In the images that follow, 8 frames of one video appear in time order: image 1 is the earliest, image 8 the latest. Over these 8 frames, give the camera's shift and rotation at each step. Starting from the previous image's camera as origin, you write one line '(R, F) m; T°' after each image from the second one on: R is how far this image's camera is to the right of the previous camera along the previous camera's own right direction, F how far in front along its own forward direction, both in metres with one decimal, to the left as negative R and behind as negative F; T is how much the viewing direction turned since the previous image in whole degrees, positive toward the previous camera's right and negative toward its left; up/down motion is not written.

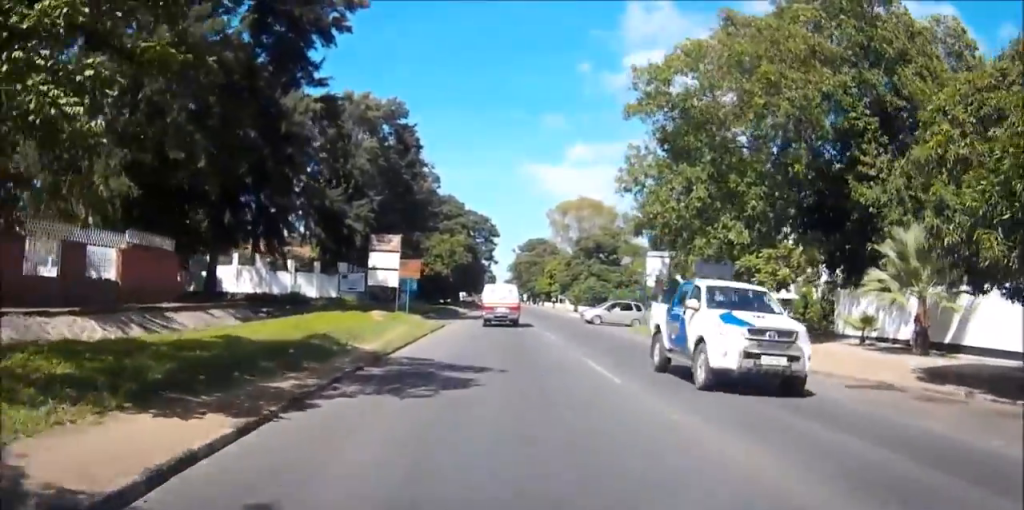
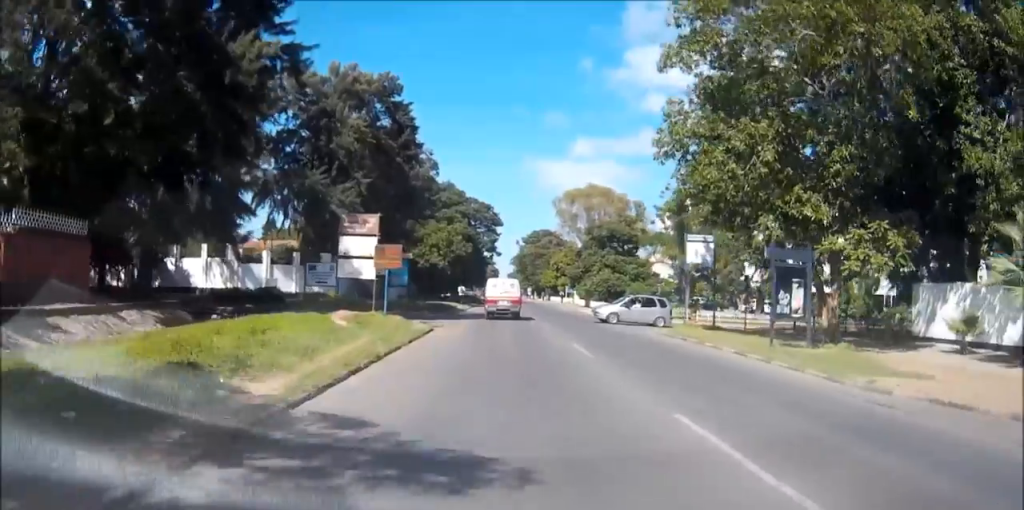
(0.0, +7.9) m; 0°
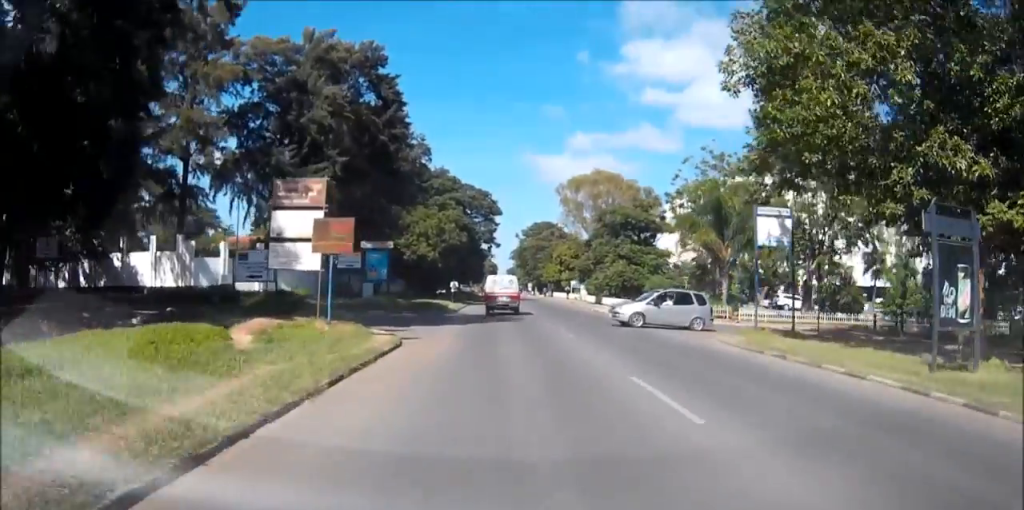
(0.0, +9.0) m; 0°
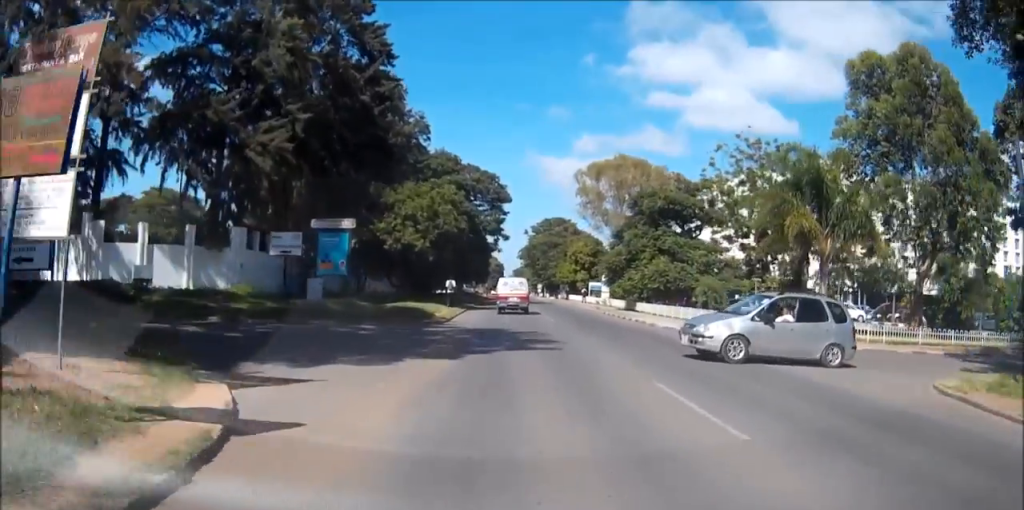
(0.0, +13.1) m; 0°
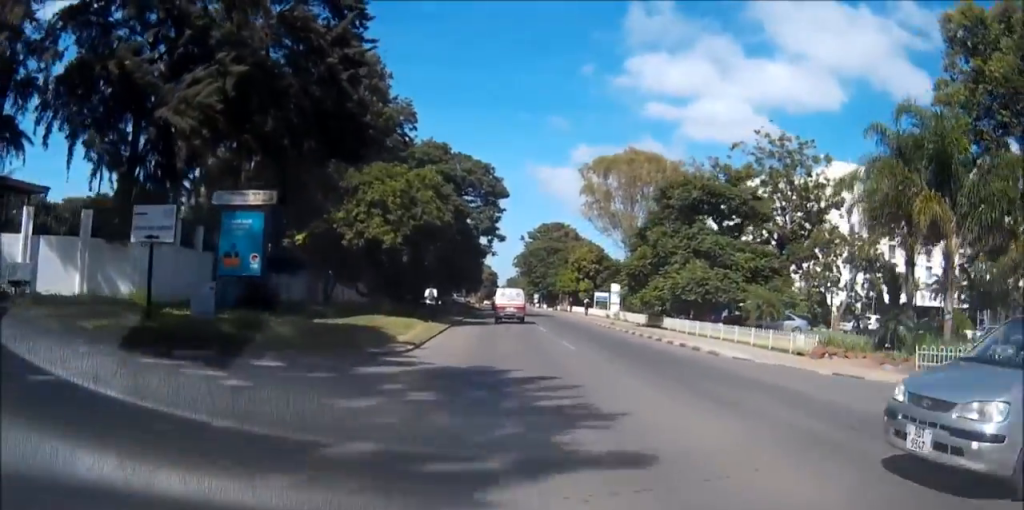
(0.0, +10.2) m; 0°
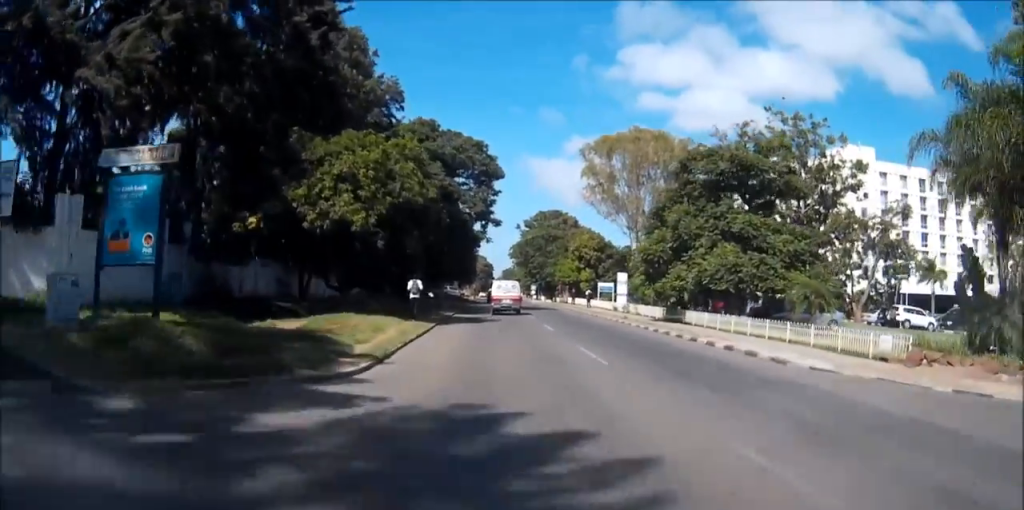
(-0.1, +5.9) m; 0°
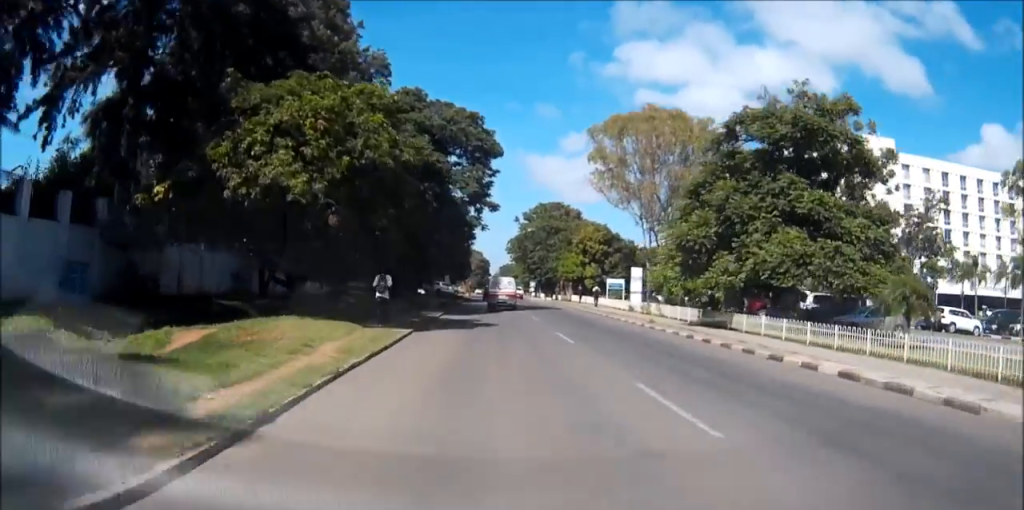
(0.0, +7.8) m; 0°
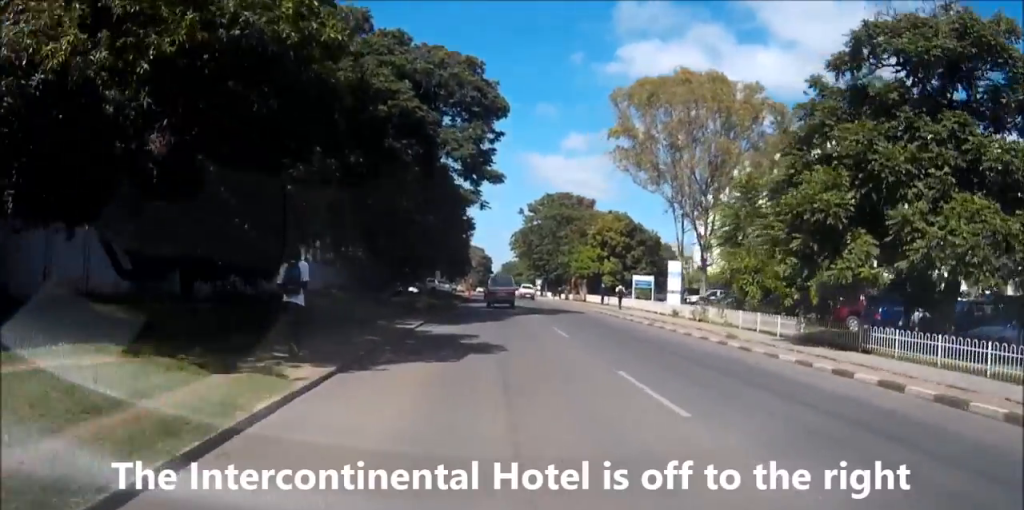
(+0.1, +11.1) m; 0°
